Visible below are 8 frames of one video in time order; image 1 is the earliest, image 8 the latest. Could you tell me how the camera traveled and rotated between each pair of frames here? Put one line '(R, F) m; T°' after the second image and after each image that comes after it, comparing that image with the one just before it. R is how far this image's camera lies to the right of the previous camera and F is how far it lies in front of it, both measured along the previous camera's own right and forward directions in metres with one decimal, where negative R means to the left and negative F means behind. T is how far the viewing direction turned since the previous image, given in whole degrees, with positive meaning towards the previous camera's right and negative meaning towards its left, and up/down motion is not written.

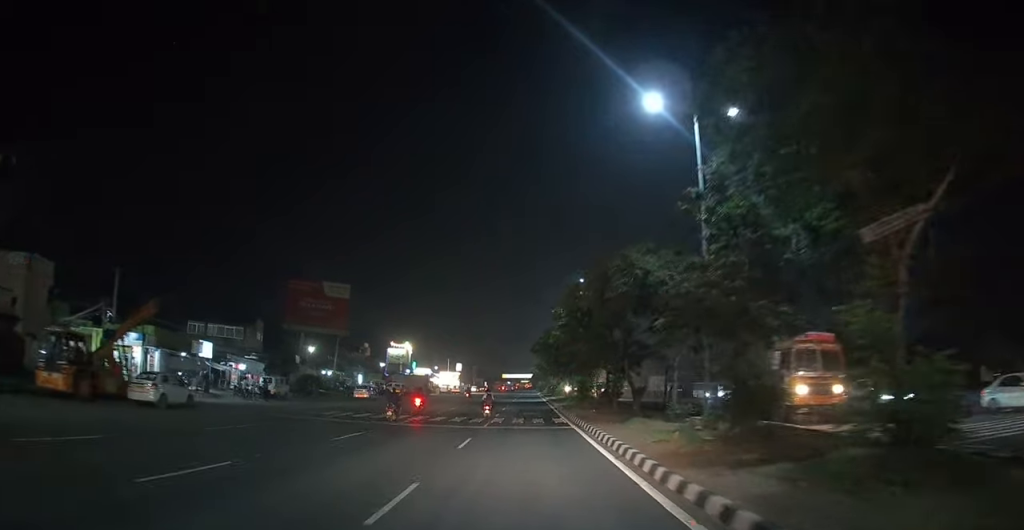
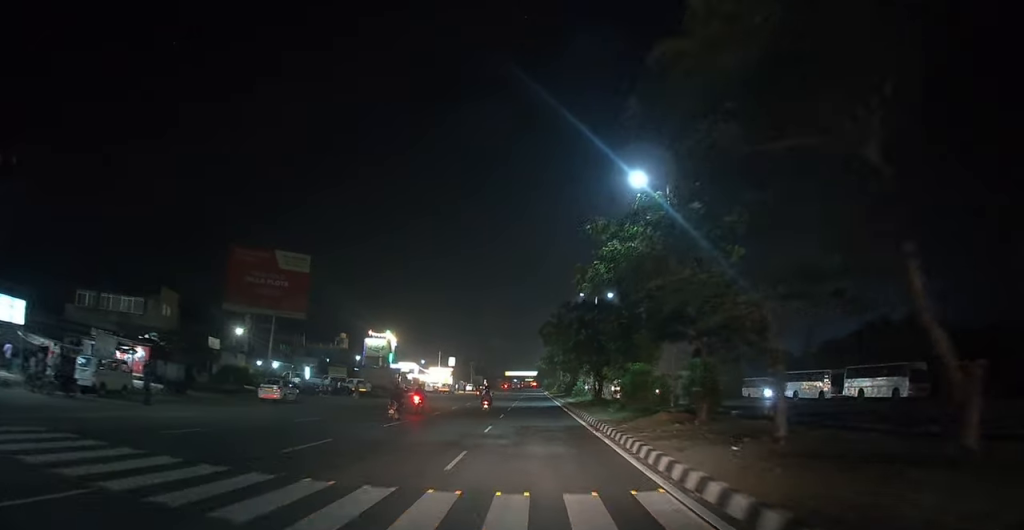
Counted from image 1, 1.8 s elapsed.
(0.0, +21.1) m; 0°
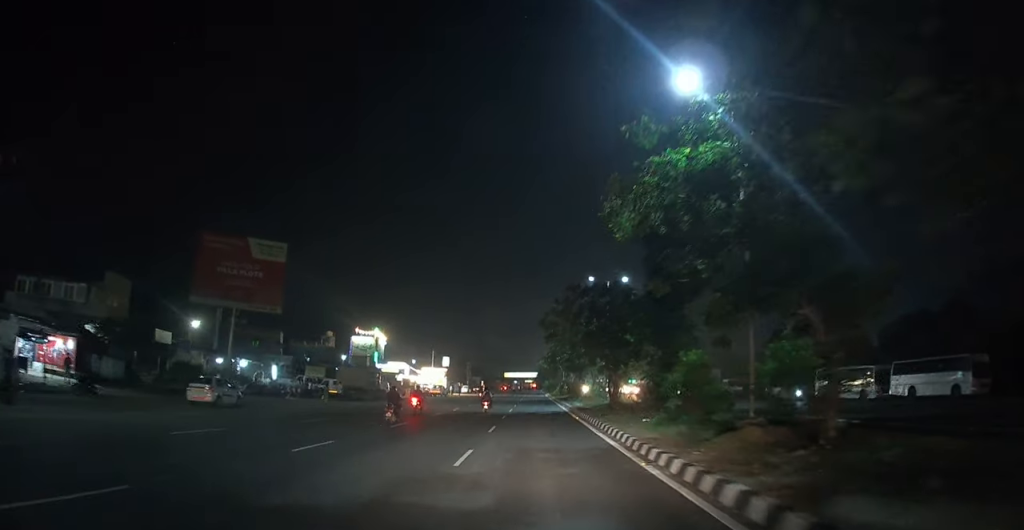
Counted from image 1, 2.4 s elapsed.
(-0.1, +8.1) m; -1°
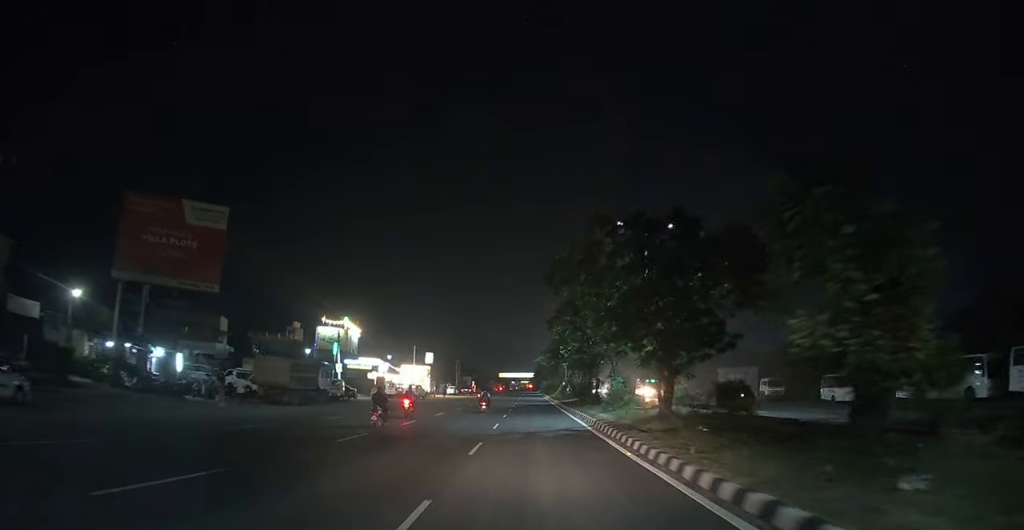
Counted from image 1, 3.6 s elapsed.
(-0.2, +15.1) m; -2°
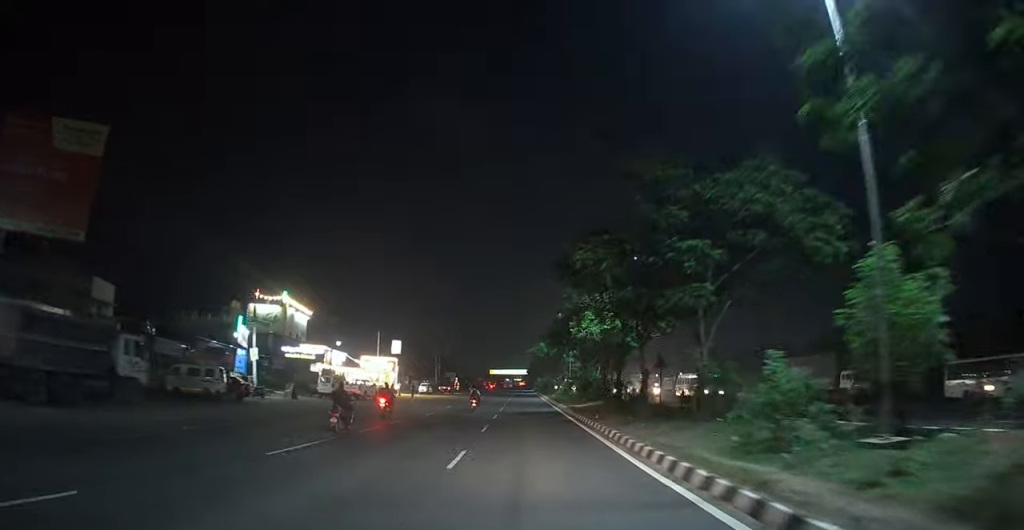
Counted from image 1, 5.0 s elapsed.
(0.0, +20.3) m; +1°
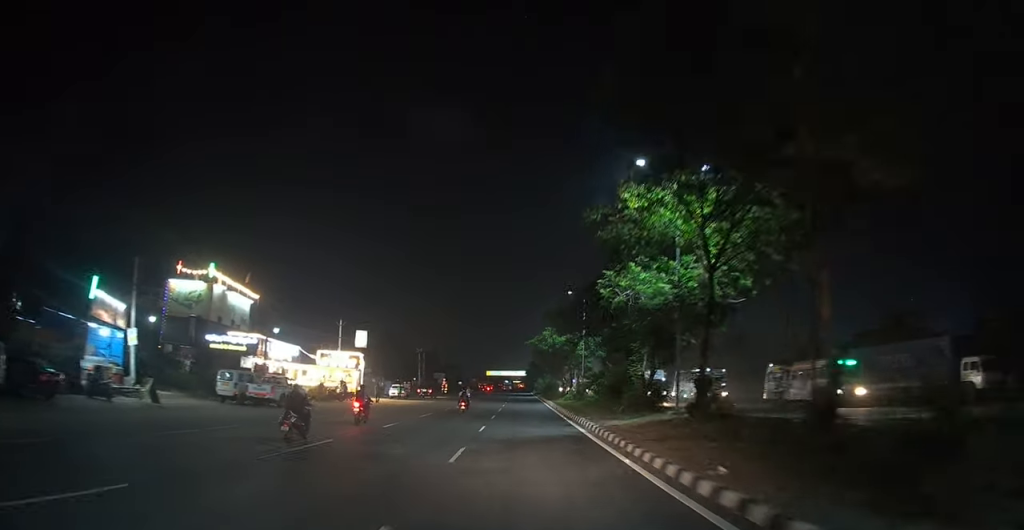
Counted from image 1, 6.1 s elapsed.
(+0.2, +16.5) m; 0°
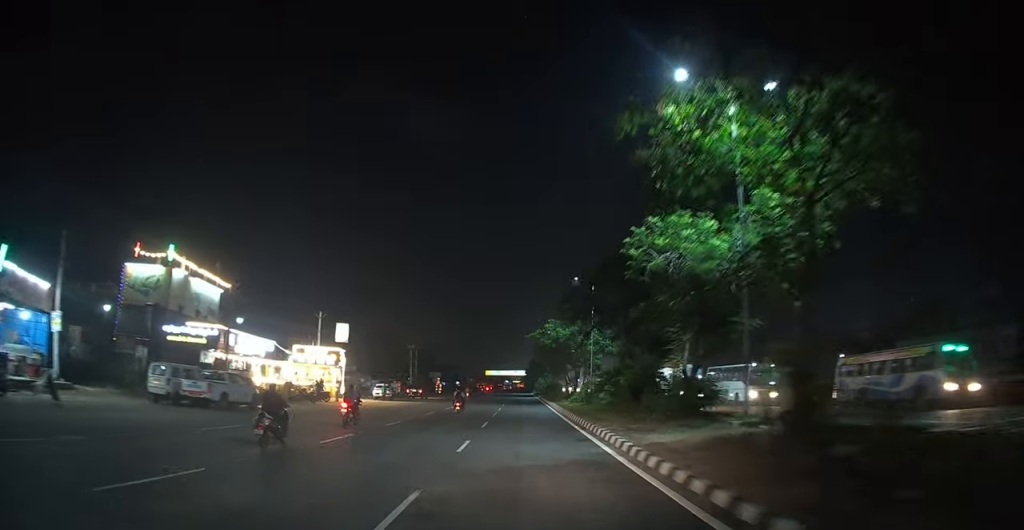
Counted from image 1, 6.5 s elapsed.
(0.0, +6.6) m; 0°
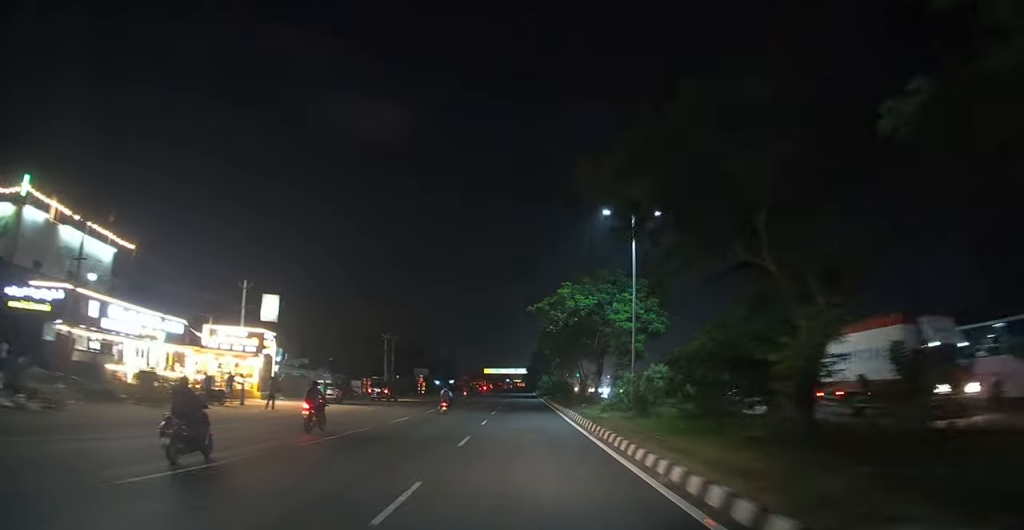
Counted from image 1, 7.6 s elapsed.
(0.0, +16.9) m; 0°
